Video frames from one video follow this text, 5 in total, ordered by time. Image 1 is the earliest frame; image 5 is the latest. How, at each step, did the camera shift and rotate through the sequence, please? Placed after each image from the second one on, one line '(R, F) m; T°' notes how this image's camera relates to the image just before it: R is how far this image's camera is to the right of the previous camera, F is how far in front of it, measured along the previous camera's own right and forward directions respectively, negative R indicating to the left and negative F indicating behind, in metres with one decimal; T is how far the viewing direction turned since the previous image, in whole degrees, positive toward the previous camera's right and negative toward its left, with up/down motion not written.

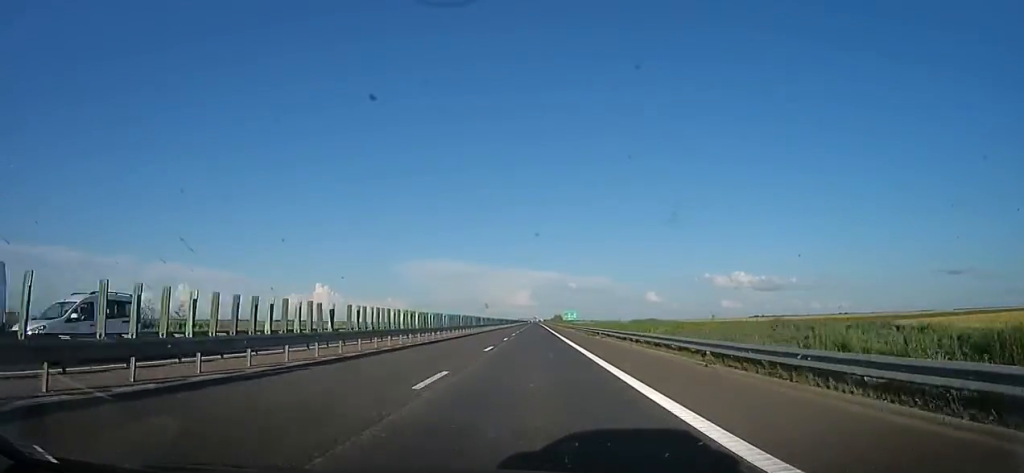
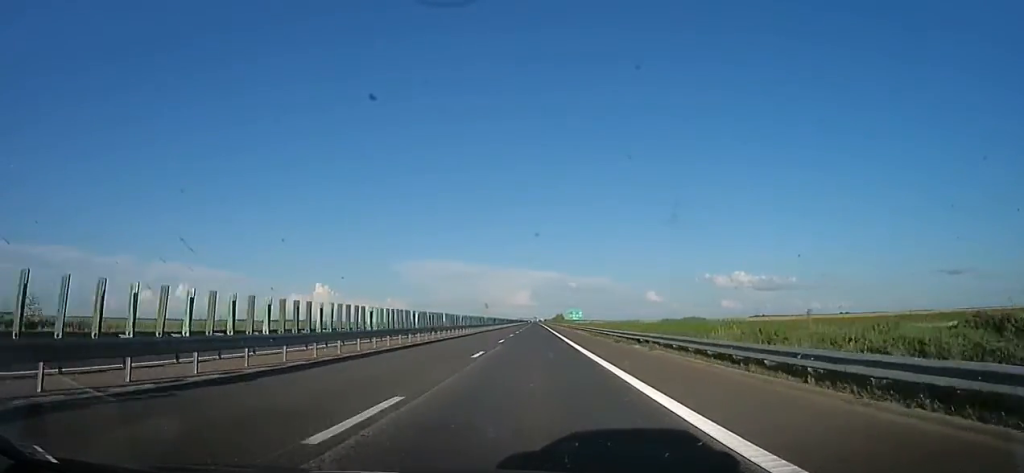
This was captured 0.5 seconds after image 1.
(+0.6, +16.1) m; +1°
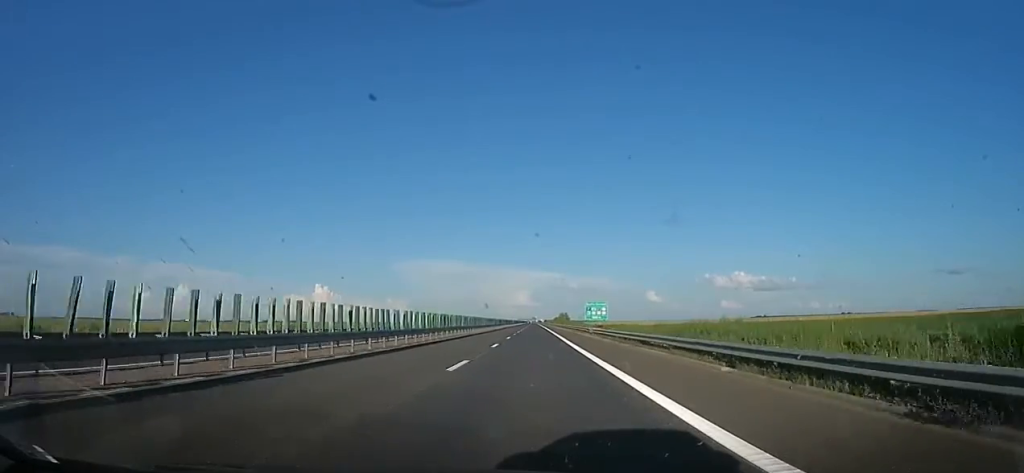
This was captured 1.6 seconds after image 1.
(+0.8, +40.5) m; +1°
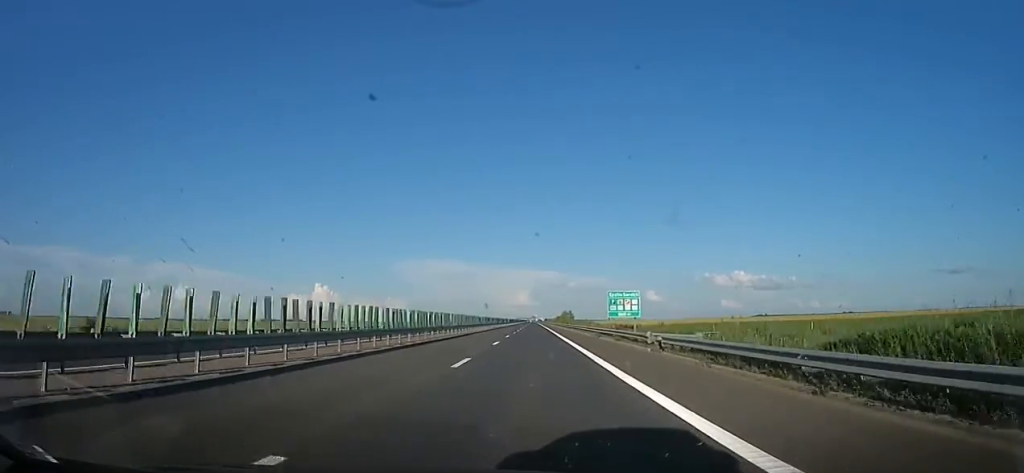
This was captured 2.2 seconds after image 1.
(0.0, +23.2) m; -1°
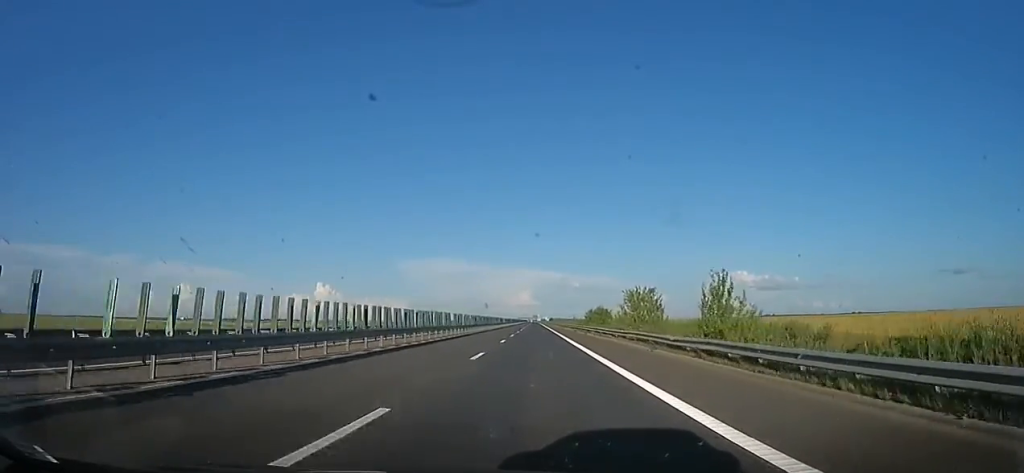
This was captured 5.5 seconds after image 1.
(-1.5, +117.1) m; -1°
